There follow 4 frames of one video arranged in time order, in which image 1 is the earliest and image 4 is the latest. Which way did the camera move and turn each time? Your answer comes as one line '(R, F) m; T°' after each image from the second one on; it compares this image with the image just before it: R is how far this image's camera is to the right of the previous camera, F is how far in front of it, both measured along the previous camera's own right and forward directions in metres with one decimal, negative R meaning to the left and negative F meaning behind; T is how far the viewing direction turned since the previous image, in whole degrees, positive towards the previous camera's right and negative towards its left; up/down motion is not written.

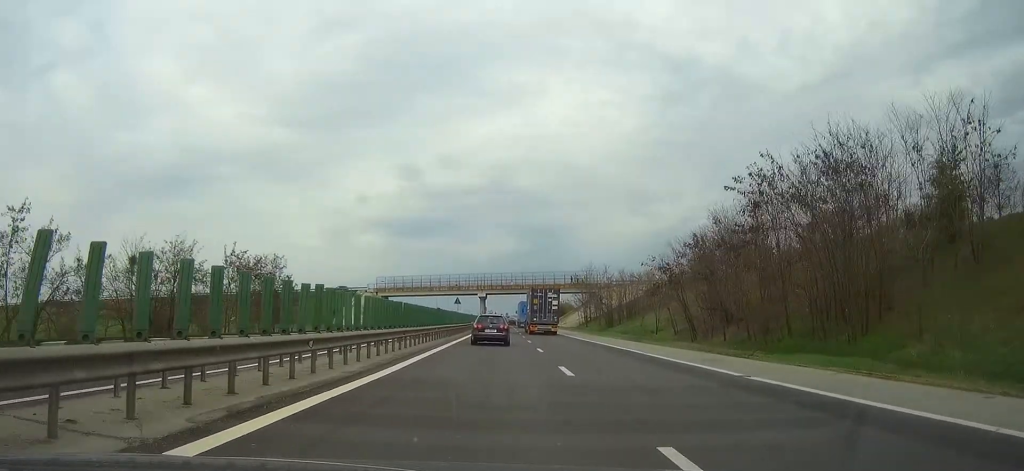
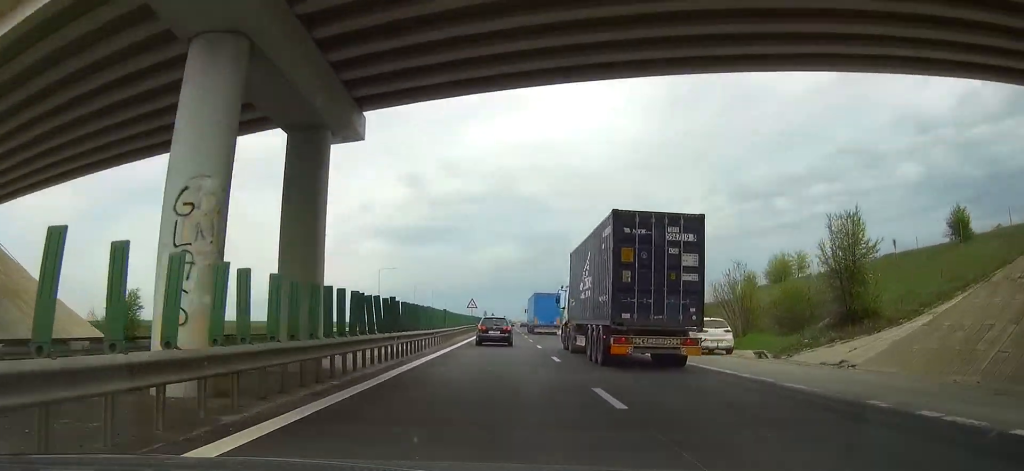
(0.0, +139.0) m; 0°
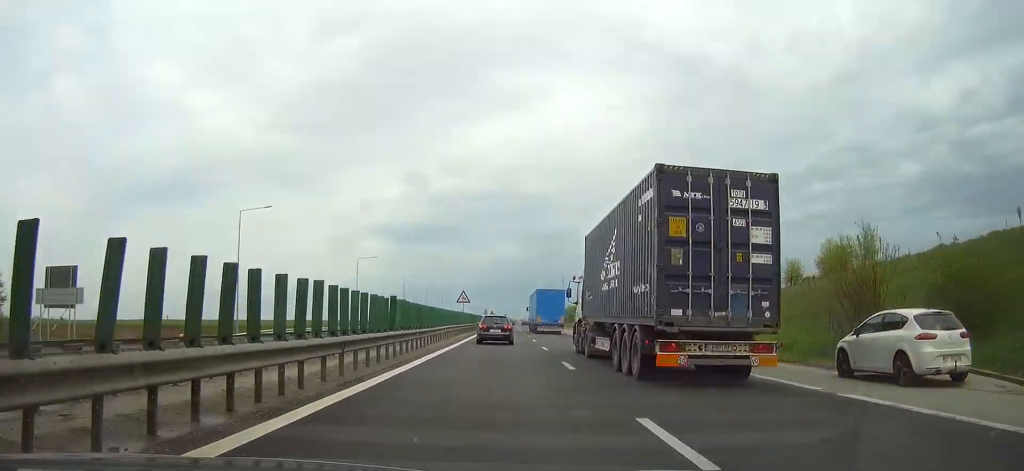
(0.0, +16.2) m; 0°
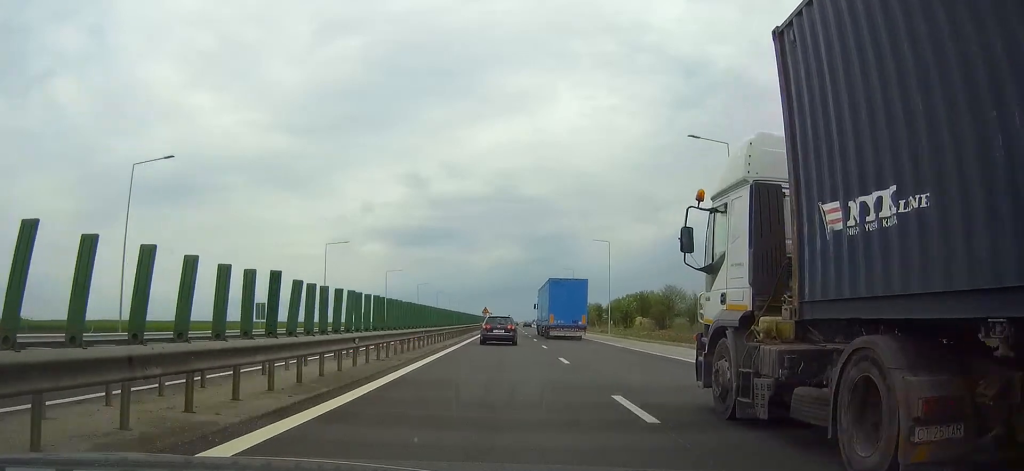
(0.0, +57.5) m; 0°
